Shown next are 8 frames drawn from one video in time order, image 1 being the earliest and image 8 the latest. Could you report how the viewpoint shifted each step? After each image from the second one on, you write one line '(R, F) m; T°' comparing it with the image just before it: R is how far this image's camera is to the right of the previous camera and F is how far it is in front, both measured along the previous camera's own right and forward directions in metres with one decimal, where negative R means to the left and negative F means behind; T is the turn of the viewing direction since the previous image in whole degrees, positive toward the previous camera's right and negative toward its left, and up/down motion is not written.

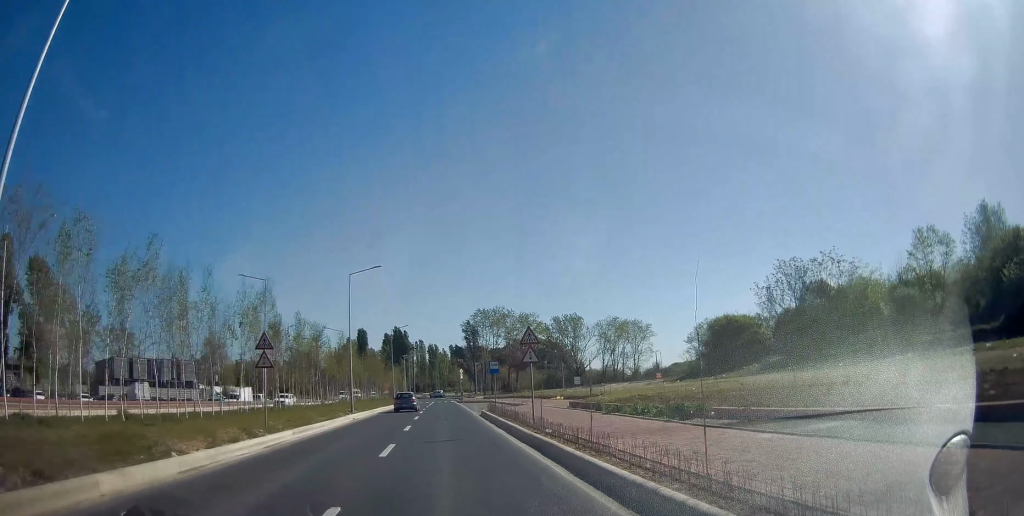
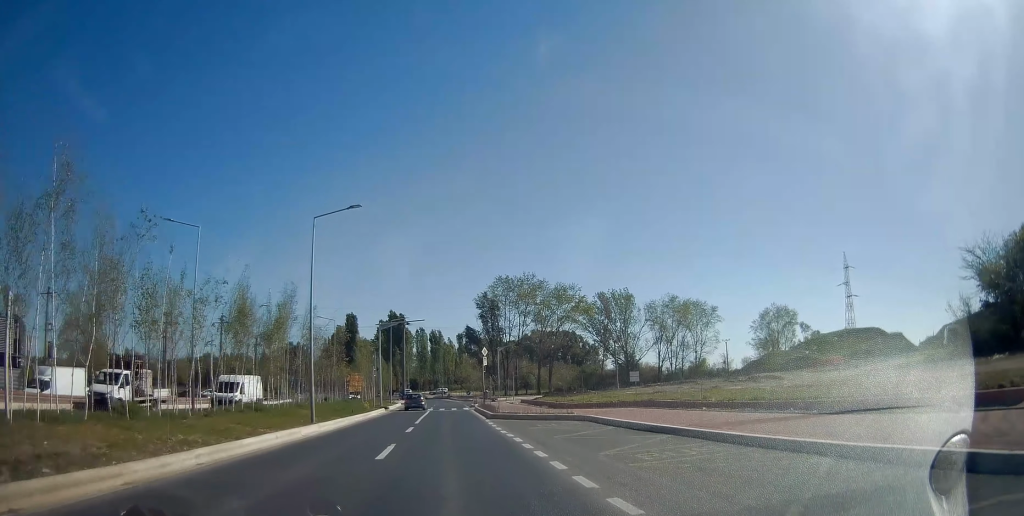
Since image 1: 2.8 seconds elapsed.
(+0.4, +44.4) m; 0°
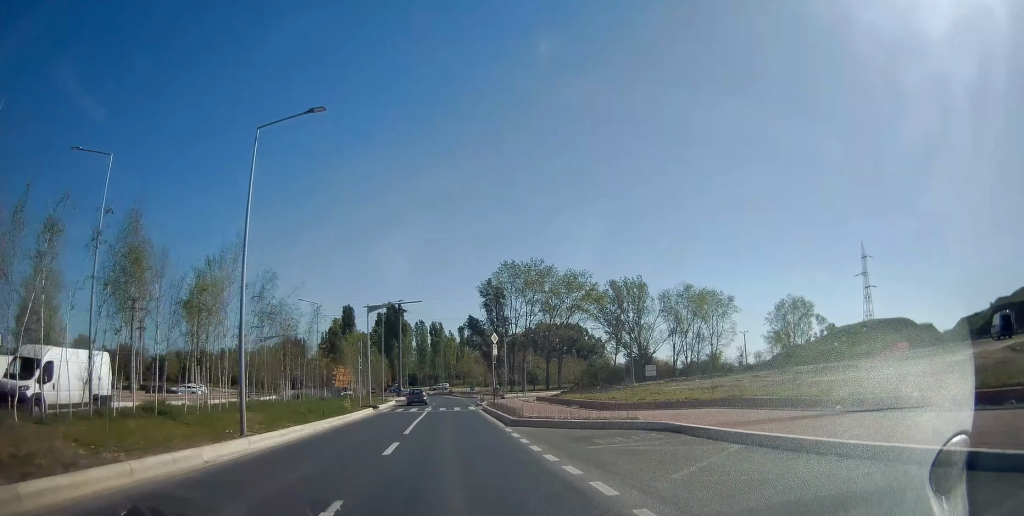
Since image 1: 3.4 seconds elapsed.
(-0.2, +8.8) m; -1°
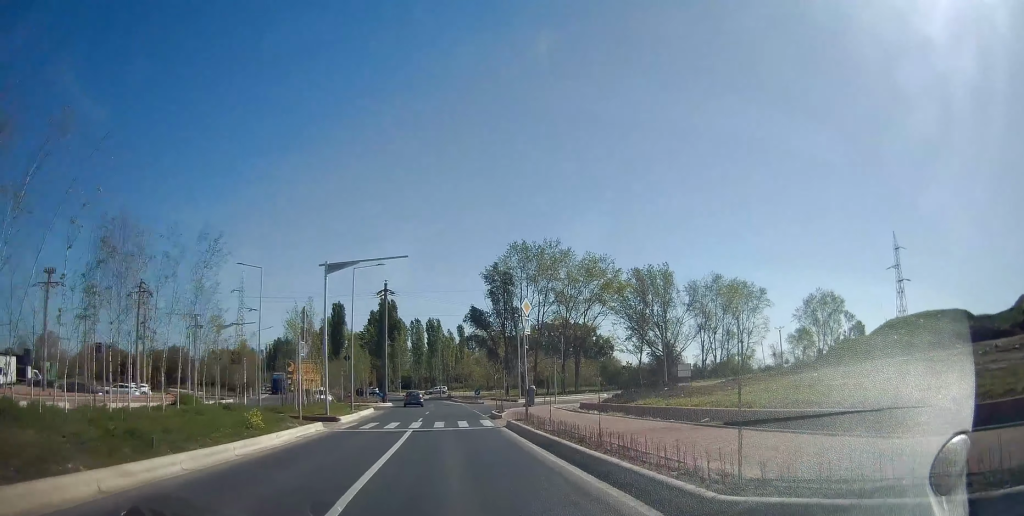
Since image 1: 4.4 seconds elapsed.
(-0.2, +16.4) m; 0°
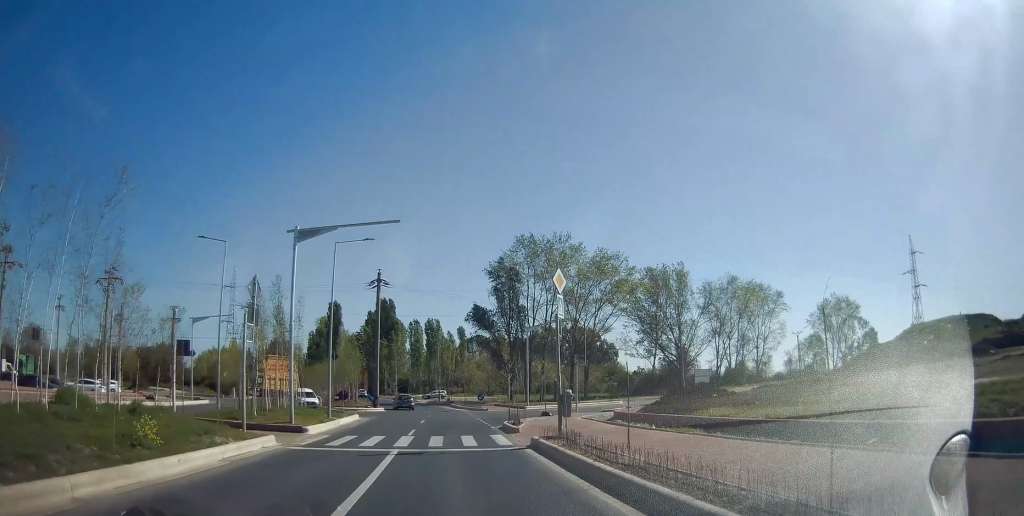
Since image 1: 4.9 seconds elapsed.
(0.0, +7.1) m; 0°
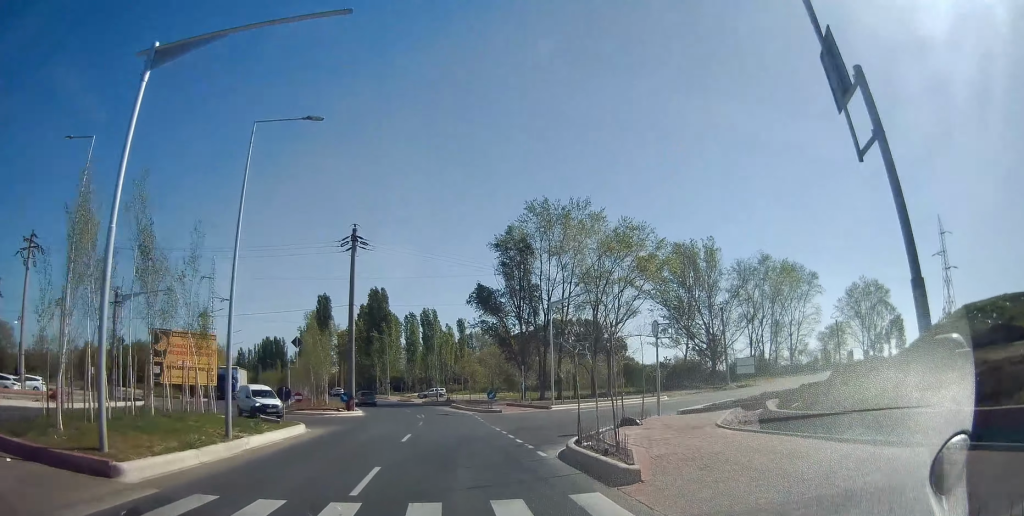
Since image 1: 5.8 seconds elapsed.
(+0.1, +13.9) m; 0°
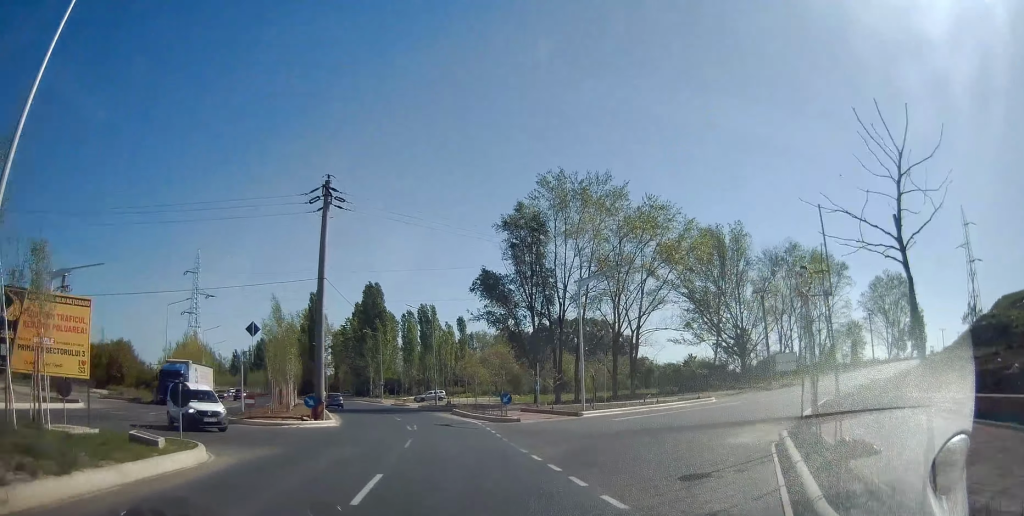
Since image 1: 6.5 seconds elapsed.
(0.0, +9.7) m; 0°
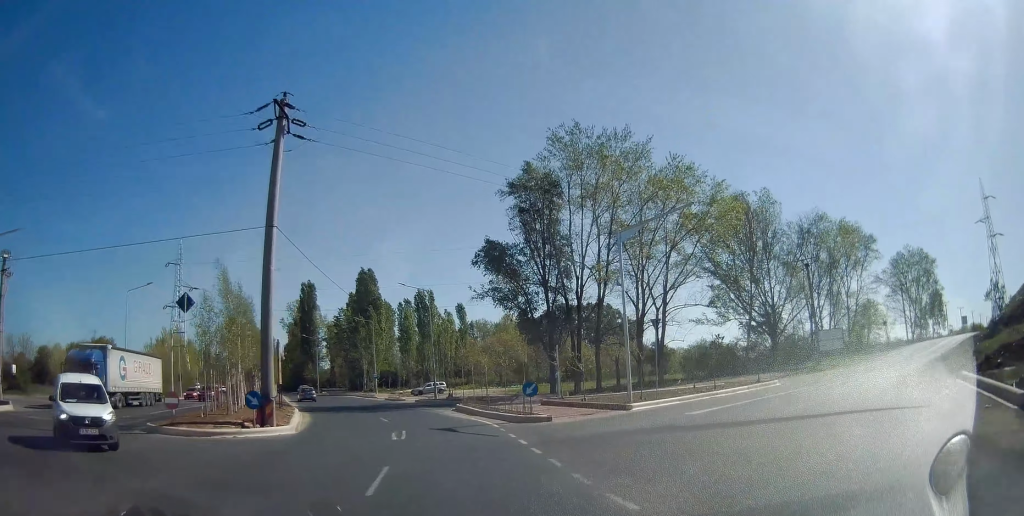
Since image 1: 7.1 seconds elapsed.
(0.0, +8.4) m; 0°
